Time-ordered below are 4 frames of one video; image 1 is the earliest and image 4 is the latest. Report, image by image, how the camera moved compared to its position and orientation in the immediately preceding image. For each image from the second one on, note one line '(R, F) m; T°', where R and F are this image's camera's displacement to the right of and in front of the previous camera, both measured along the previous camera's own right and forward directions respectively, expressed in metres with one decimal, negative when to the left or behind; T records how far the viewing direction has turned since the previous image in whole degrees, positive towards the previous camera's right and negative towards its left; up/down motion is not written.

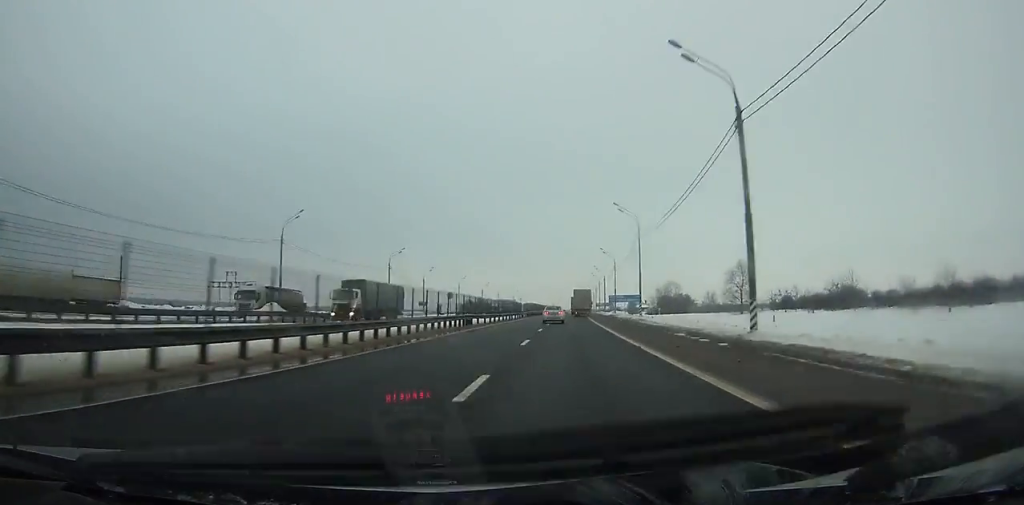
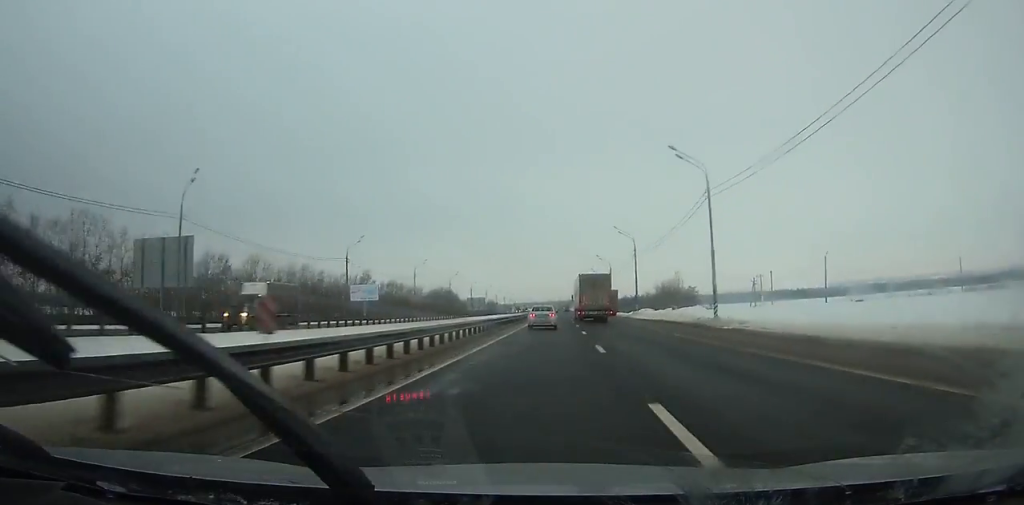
(+4.7, +349.3) m; +1°
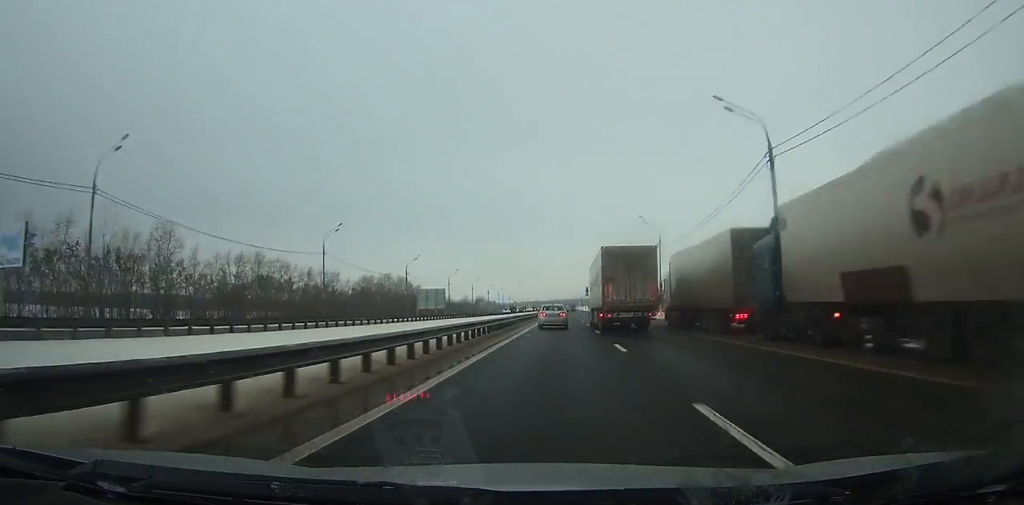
(0.0, +85.0) m; 0°
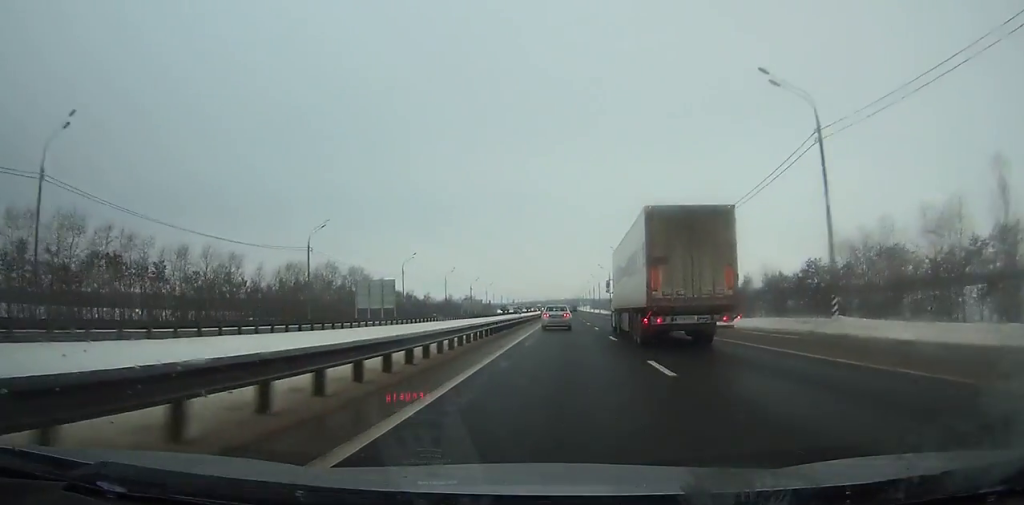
(0.0, +41.8) m; 0°
